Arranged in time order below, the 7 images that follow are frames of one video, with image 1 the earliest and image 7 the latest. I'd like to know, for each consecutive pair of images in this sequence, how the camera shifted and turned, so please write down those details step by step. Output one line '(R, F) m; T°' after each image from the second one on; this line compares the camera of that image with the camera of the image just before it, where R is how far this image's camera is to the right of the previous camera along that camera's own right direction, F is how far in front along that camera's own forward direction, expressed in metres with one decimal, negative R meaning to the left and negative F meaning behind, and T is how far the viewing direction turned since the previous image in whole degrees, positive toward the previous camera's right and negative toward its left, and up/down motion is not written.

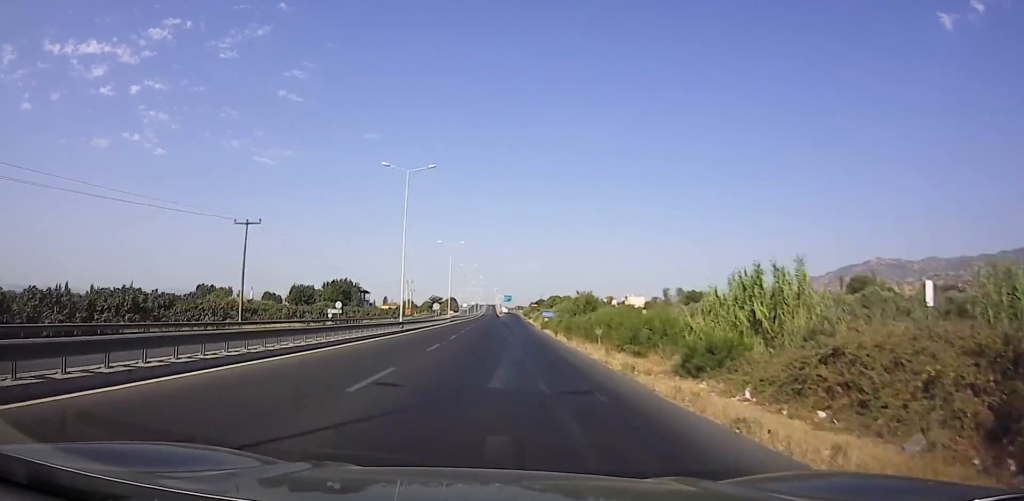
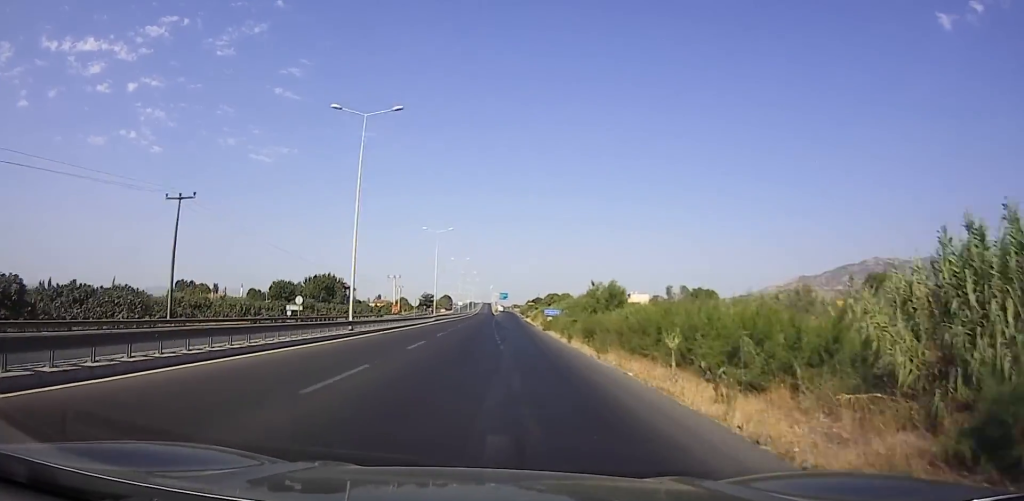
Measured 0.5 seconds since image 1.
(-0.1, +12.9) m; +1°
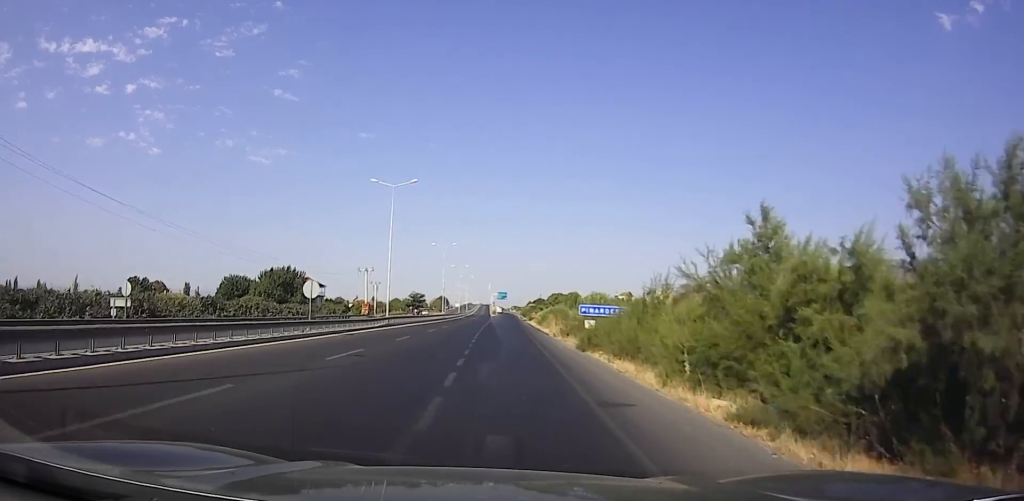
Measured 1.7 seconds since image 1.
(+0.7, +29.9) m; +2°
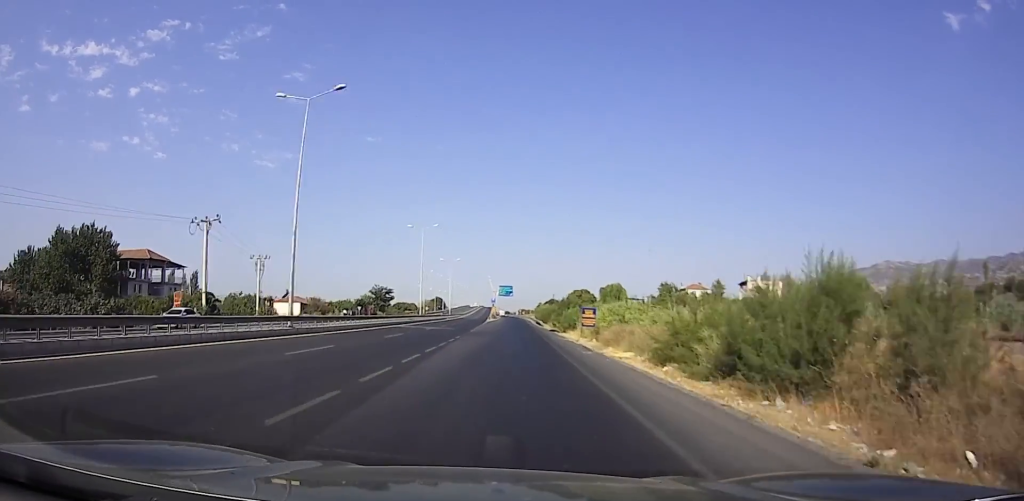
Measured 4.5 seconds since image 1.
(-2.5, +71.5) m; -3°
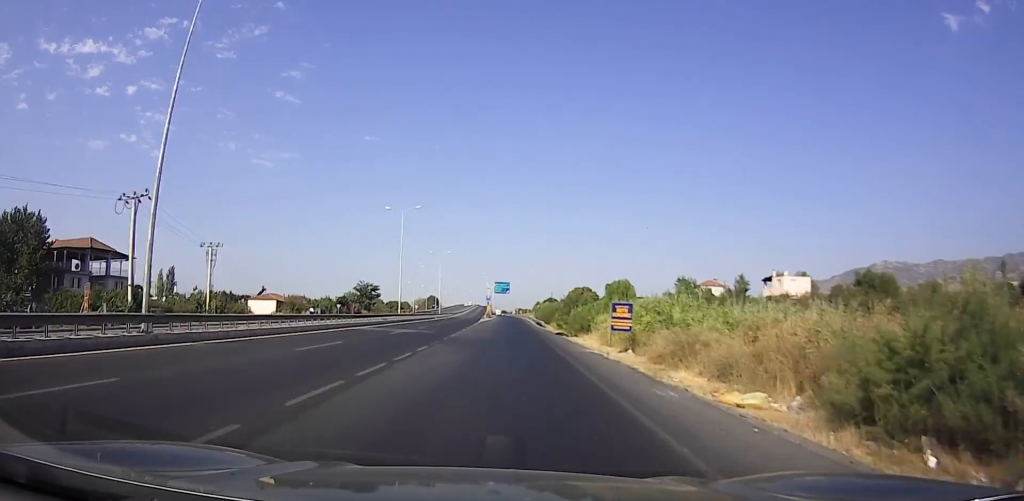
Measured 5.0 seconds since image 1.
(0.0, +13.0) m; 0°
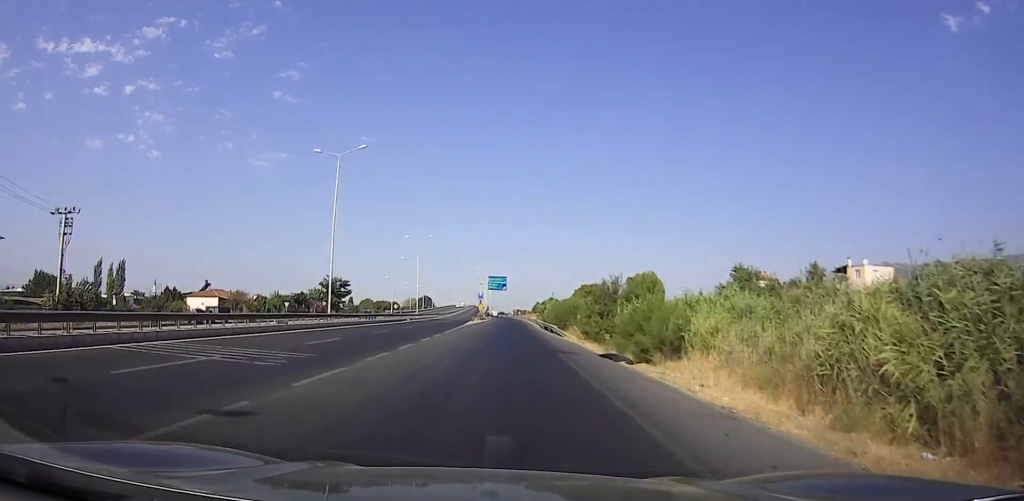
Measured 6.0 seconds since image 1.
(0.0, +26.4) m; 0°
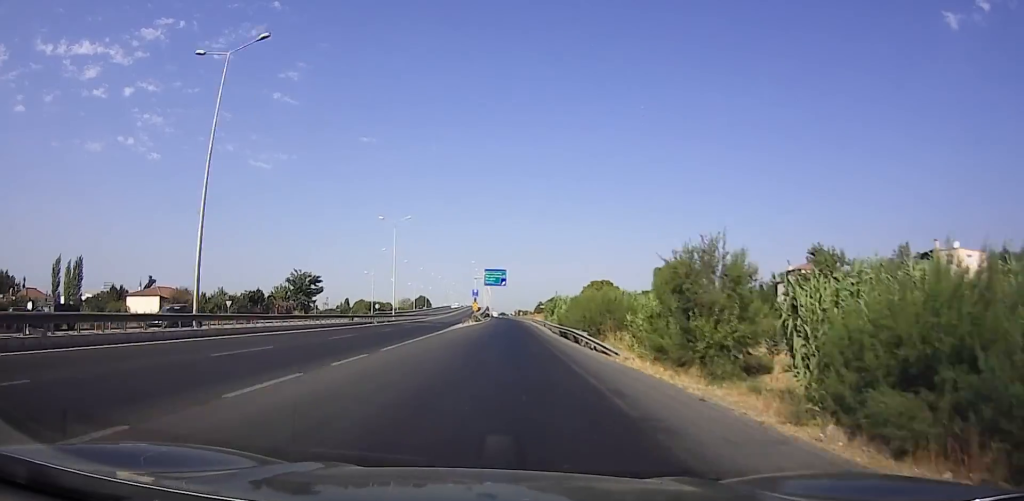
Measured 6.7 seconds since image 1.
(0.0, +20.9) m; +1°
